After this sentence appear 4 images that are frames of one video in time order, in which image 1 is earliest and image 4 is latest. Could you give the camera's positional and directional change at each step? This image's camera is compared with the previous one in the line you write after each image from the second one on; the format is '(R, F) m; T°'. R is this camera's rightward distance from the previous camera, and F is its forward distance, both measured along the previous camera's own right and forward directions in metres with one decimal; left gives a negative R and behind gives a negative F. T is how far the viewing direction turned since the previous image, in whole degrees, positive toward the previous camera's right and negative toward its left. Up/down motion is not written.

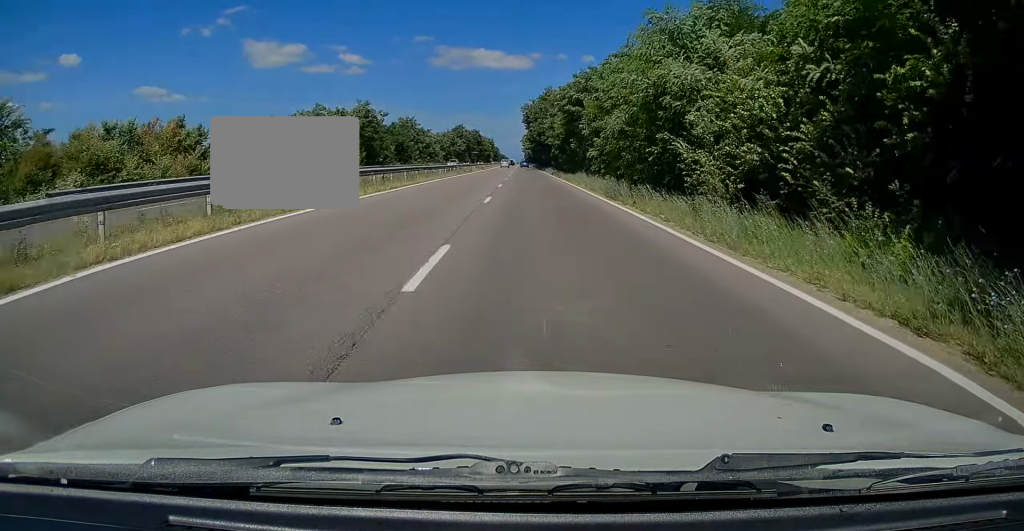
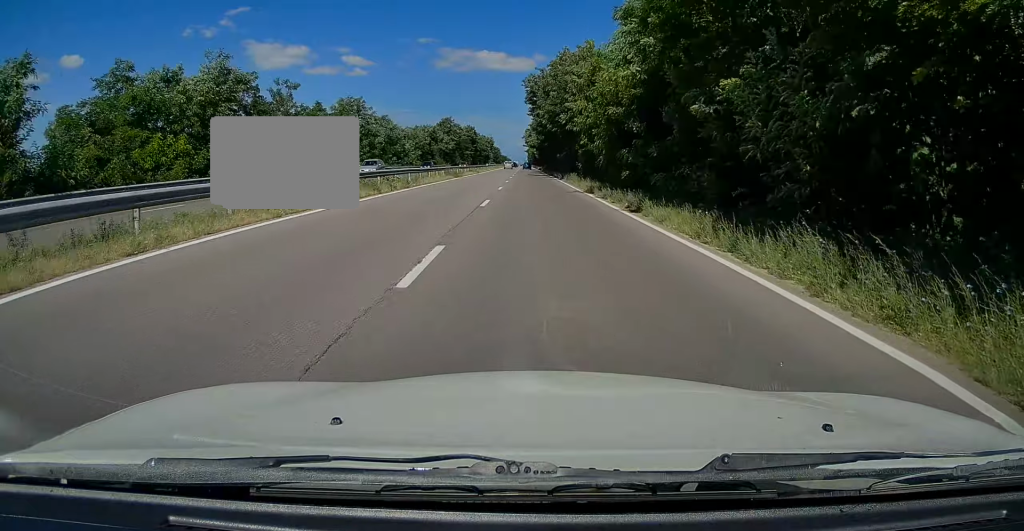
(-0.1, +36.4) m; -1°
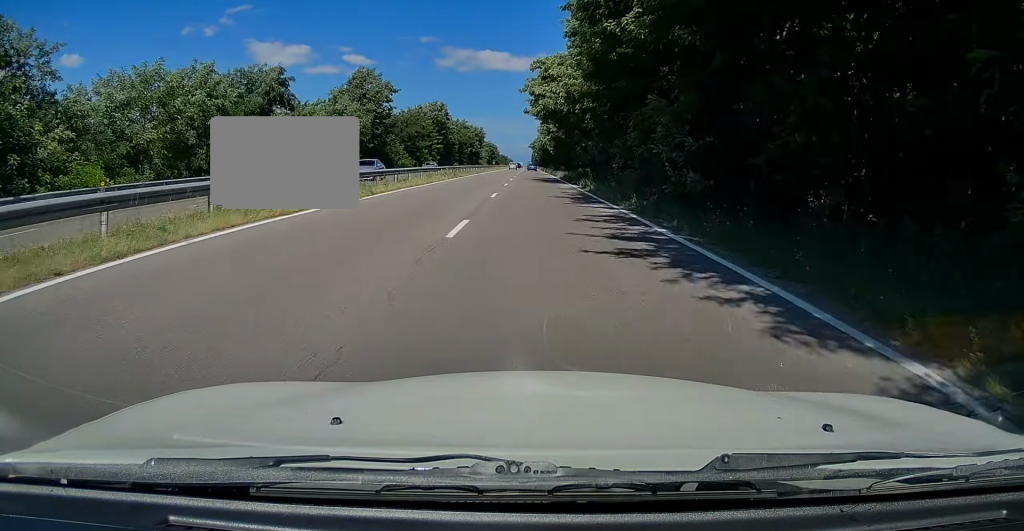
(+0.6, +80.3) m; 0°
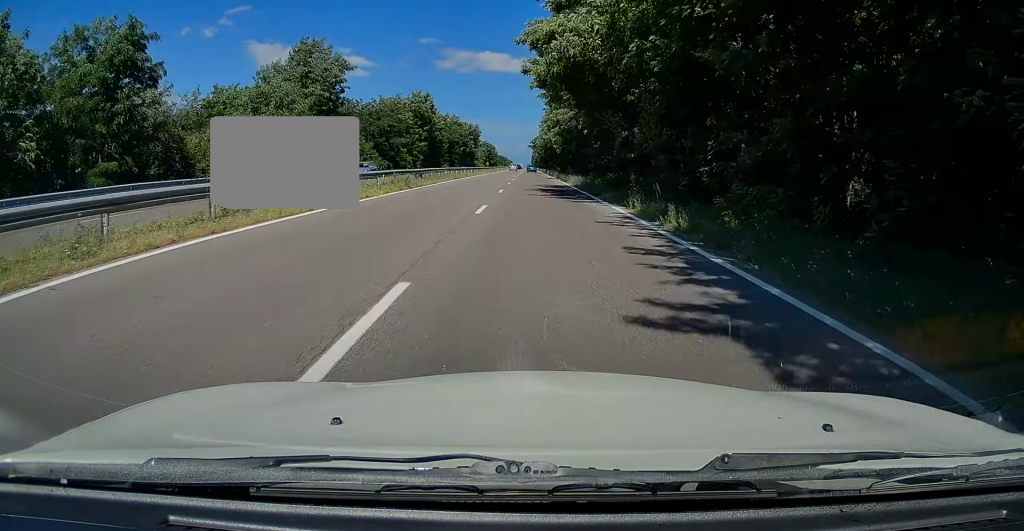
(-0.3, +18.9) m; 0°
